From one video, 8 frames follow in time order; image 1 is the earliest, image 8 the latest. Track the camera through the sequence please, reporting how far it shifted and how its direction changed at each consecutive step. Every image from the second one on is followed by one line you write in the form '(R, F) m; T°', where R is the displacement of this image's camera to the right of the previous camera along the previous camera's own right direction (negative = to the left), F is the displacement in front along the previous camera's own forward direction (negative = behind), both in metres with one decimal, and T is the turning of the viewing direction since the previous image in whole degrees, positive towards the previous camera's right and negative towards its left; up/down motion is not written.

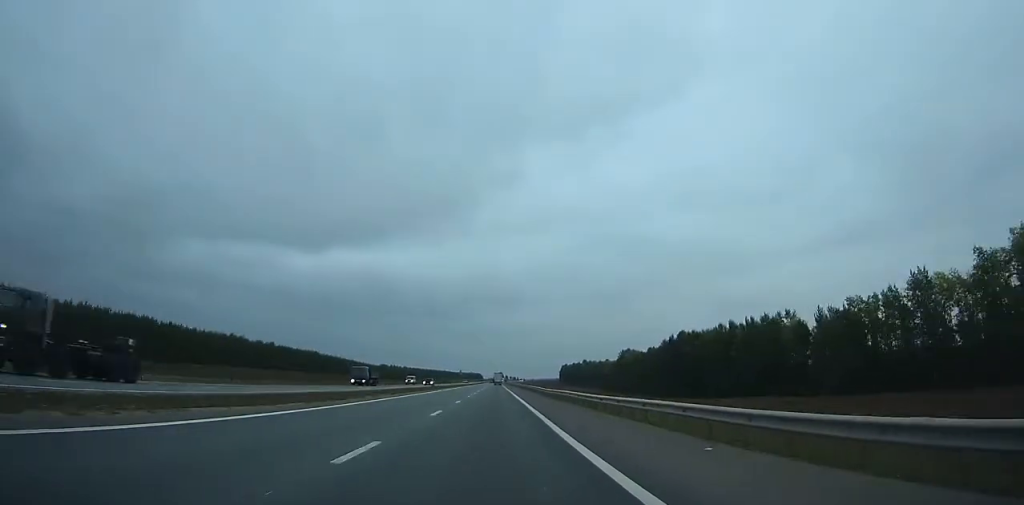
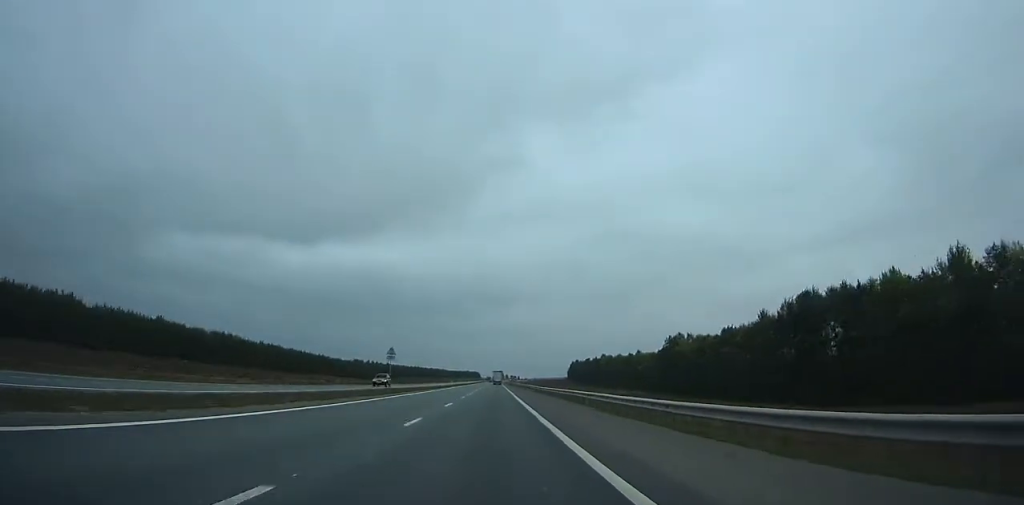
(+0.4, +89.2) m; 0°
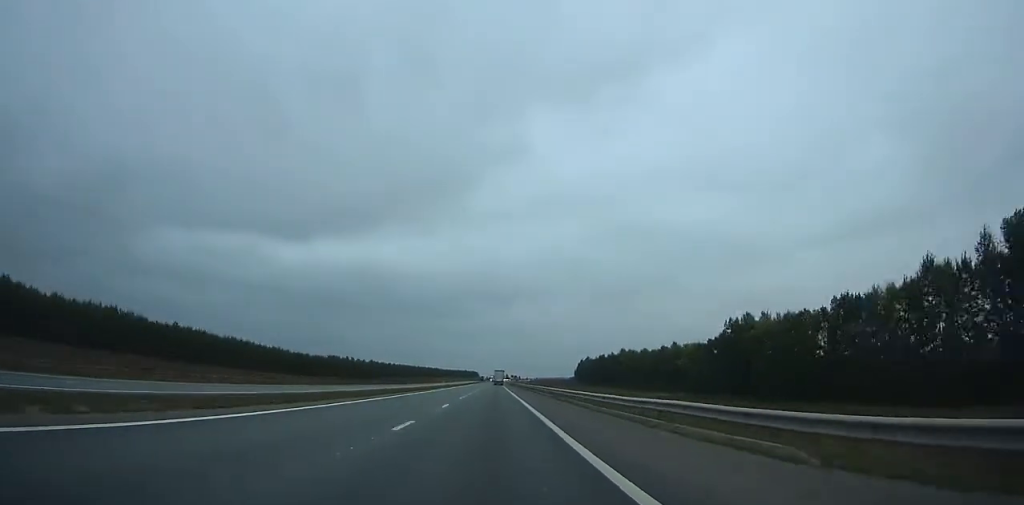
(0.0, +61.4) m; 0°
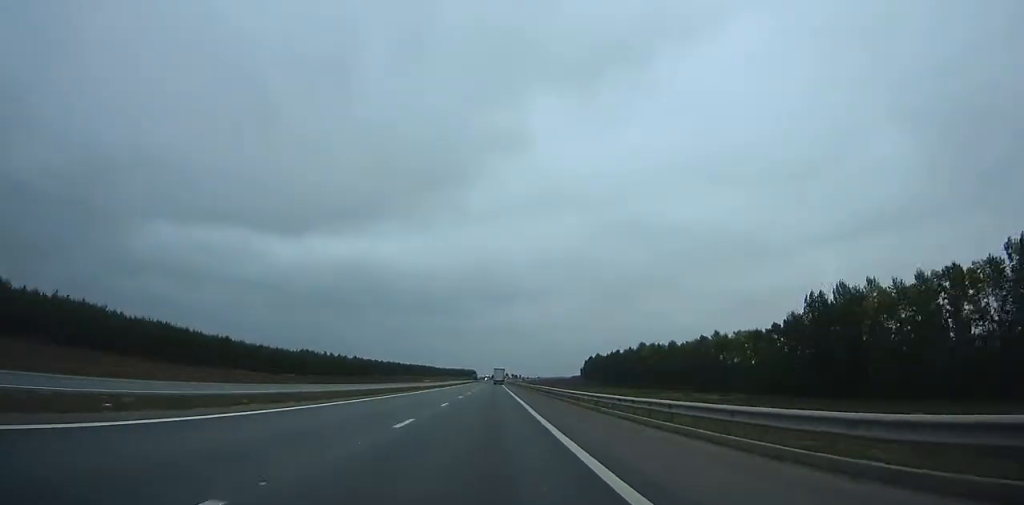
(-0.2, +47.5) m; 0°
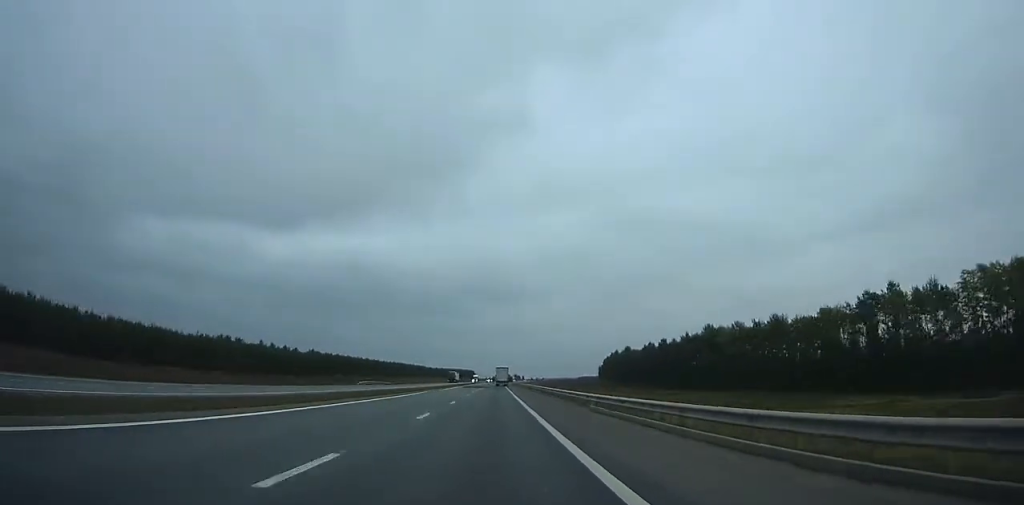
(-0.2, +92.3) m; 0°
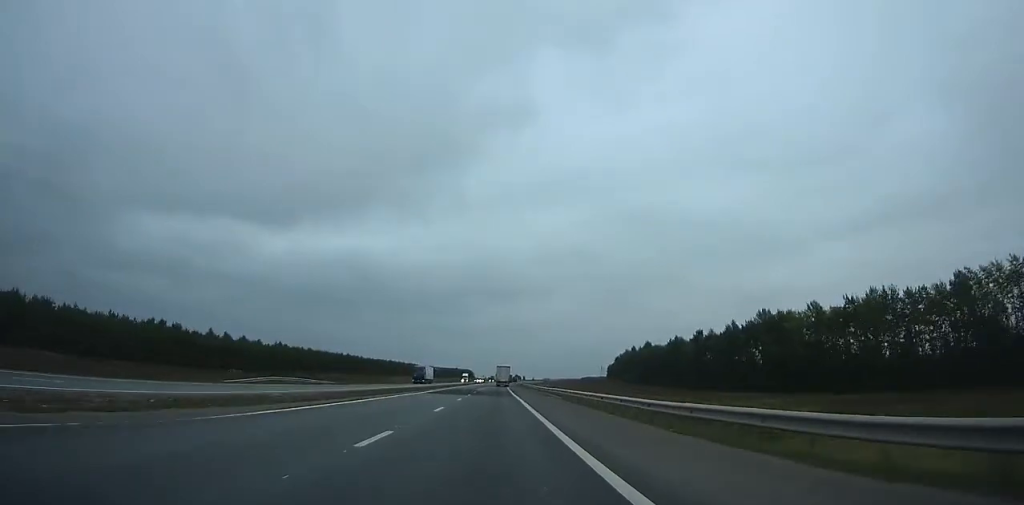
(+0.1, +44.8) m; 0°
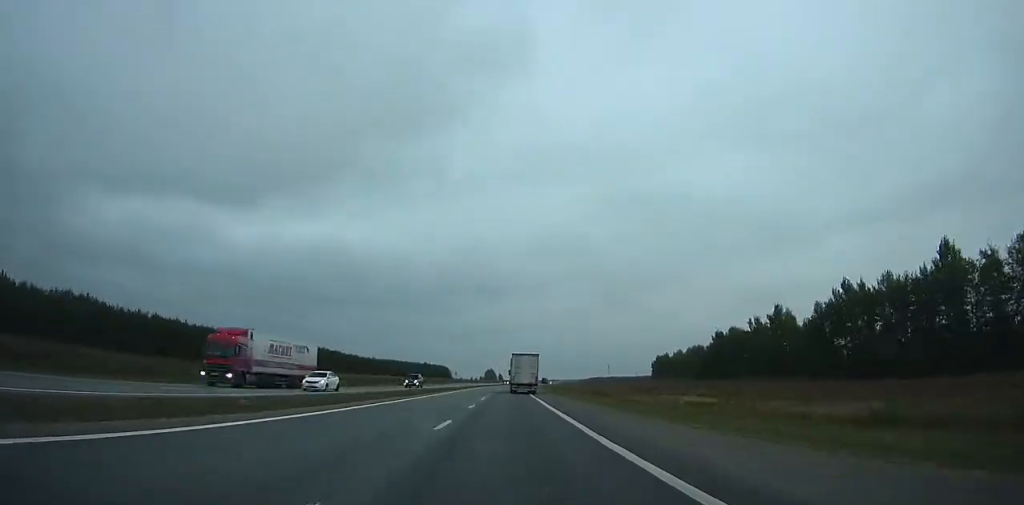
(+0.3, +201.0) m; +1°
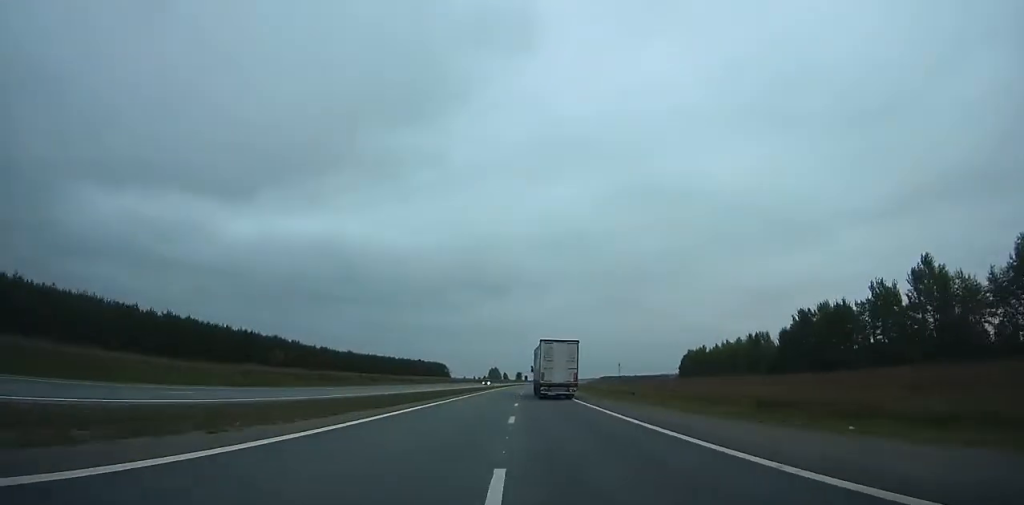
(-0.1, +57.4) m; +1°
